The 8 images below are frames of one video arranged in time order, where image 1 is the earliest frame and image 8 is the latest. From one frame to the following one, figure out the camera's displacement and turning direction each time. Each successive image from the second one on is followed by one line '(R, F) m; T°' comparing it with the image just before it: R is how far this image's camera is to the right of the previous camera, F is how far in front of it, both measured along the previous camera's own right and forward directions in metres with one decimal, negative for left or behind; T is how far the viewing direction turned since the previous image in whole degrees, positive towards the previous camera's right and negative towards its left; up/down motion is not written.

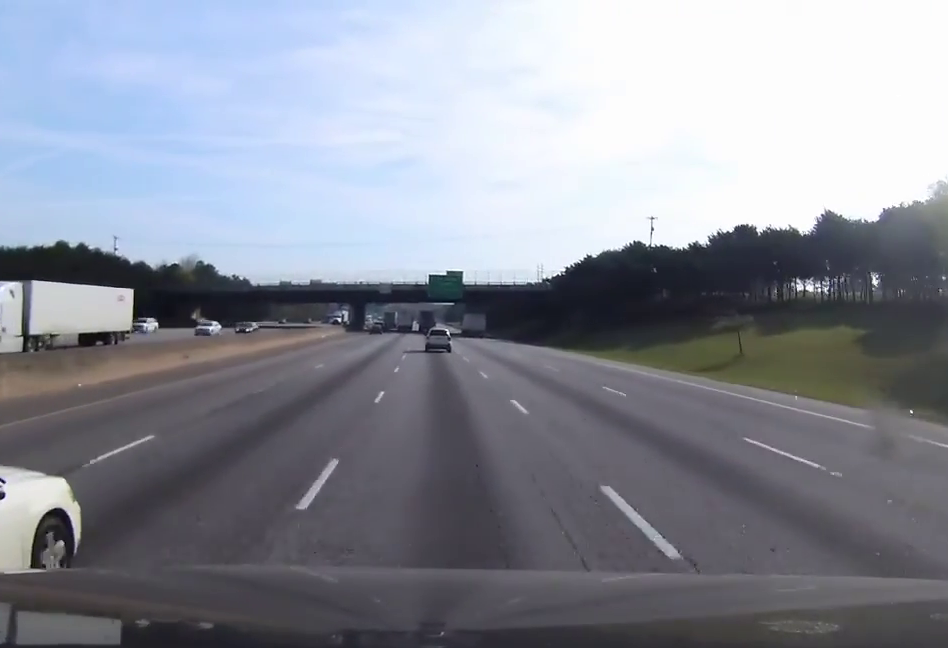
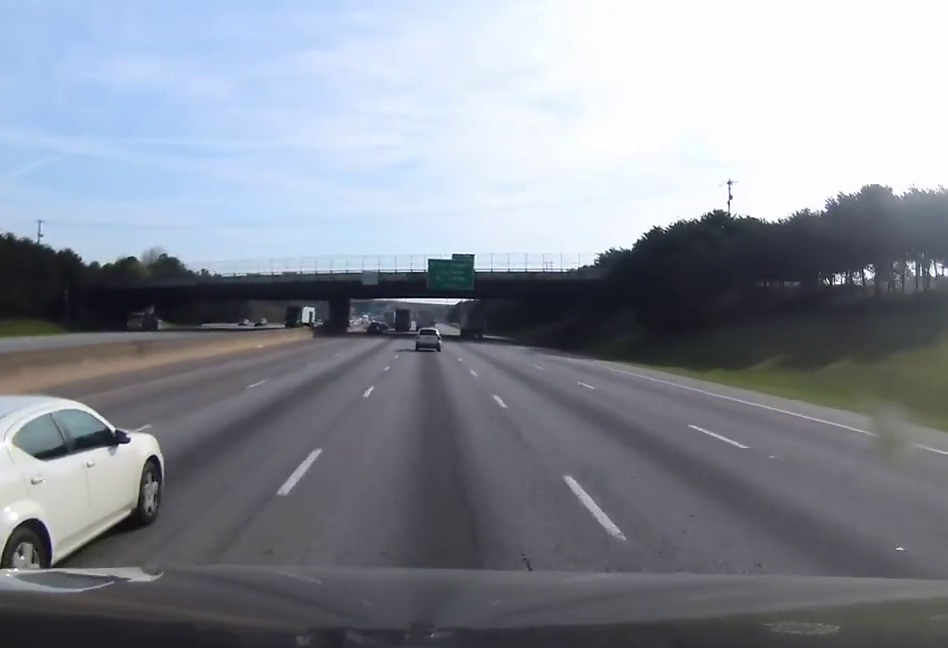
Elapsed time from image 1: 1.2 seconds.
(0.0, +35.4) m; -2°
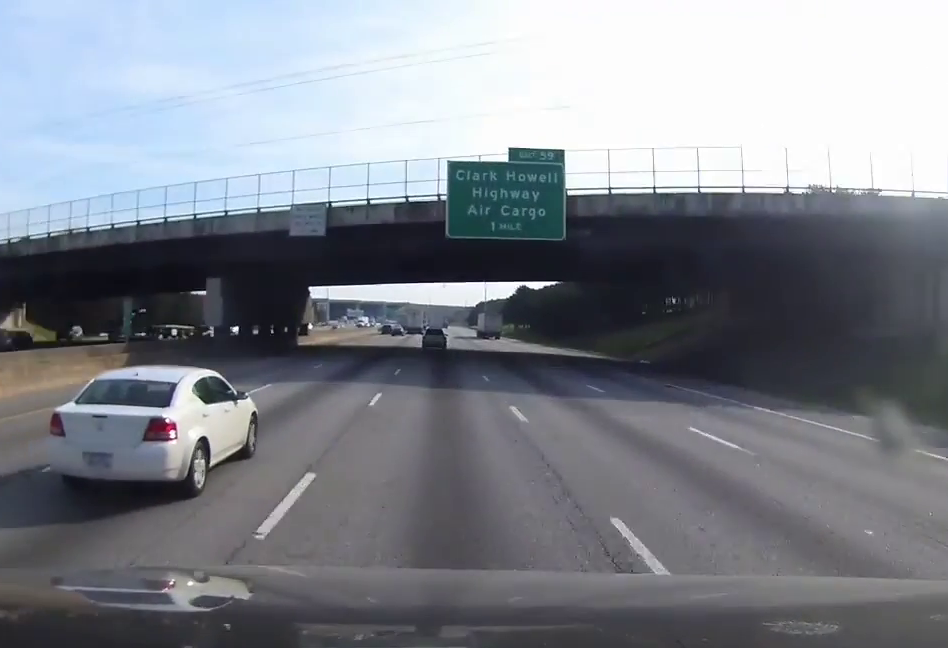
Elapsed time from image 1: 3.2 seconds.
(-4.3, +61.8) m; -6°
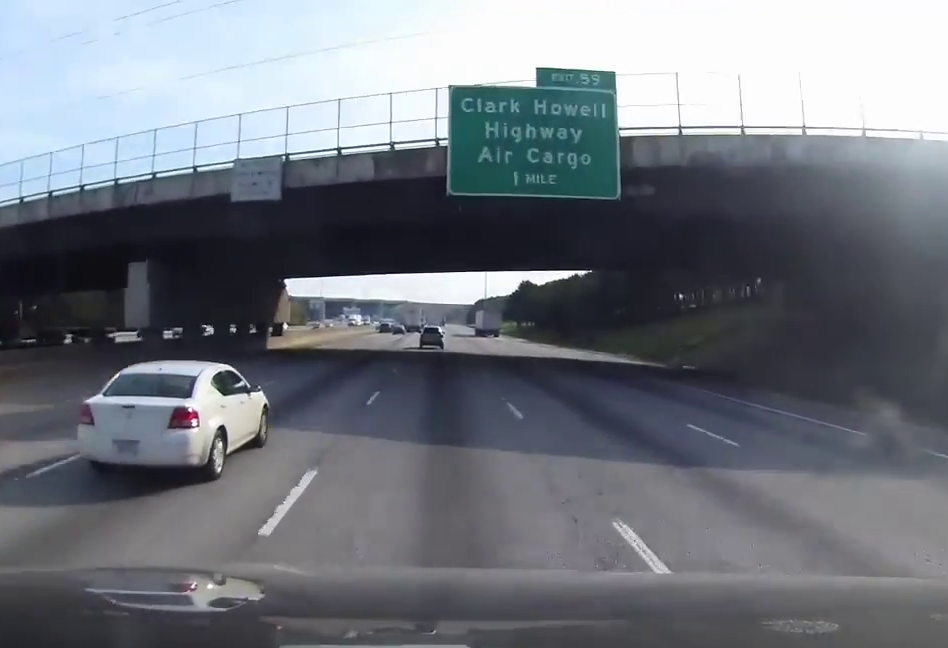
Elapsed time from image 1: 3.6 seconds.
(0.0, +12.4) m; 0°
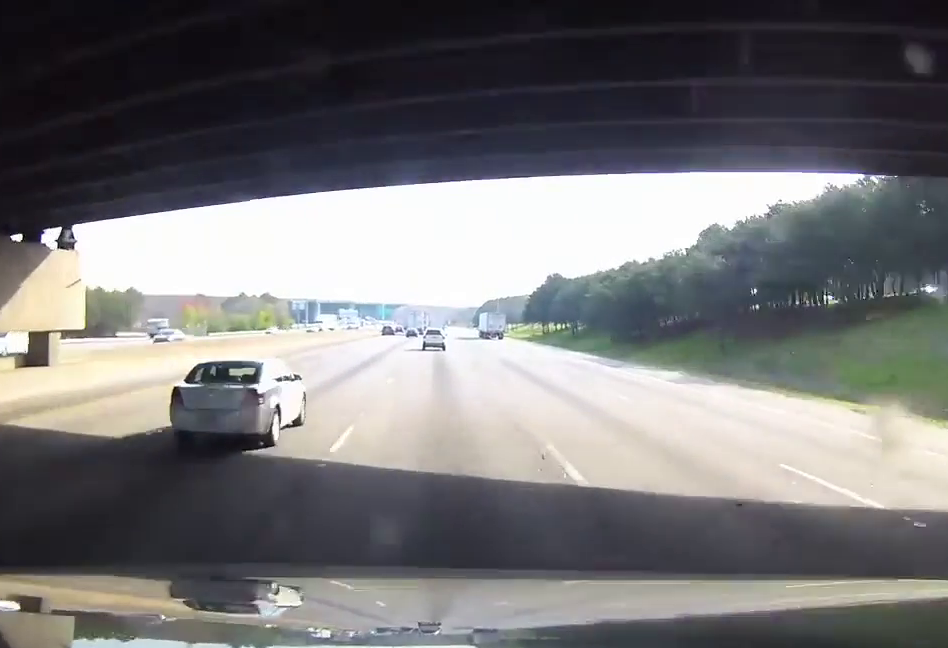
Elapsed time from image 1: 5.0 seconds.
(0.0, +43.3) m; 0°
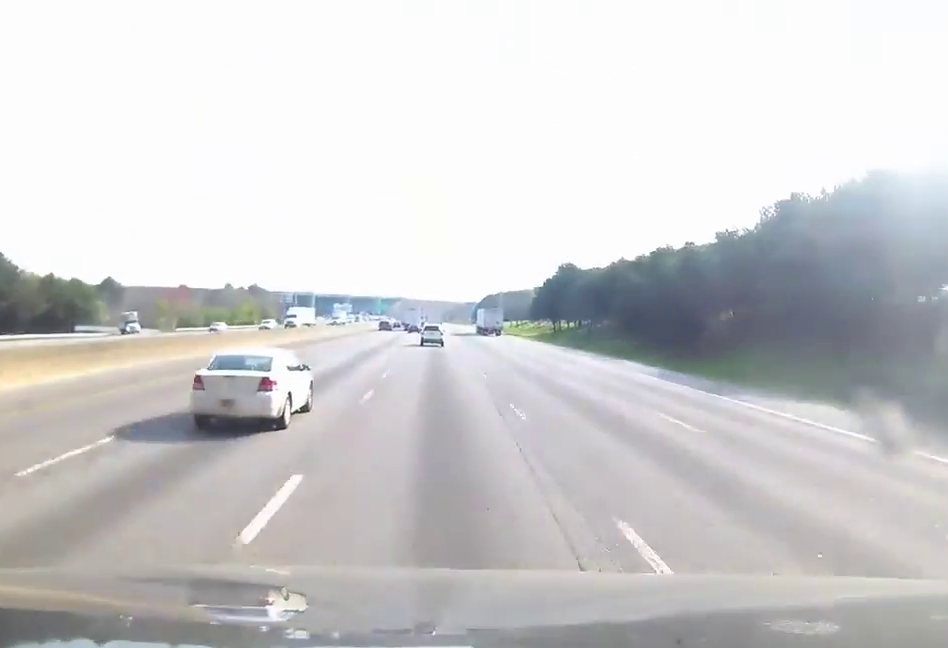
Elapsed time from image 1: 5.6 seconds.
(0.0, +17.6) m; 0°
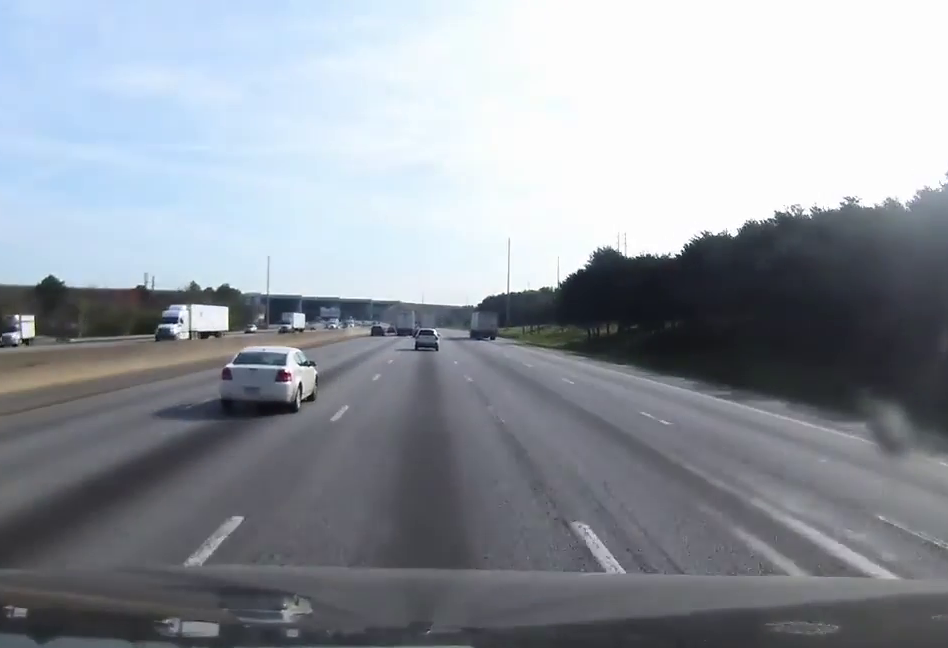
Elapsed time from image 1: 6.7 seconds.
(0.0, +36.4) m; 0°
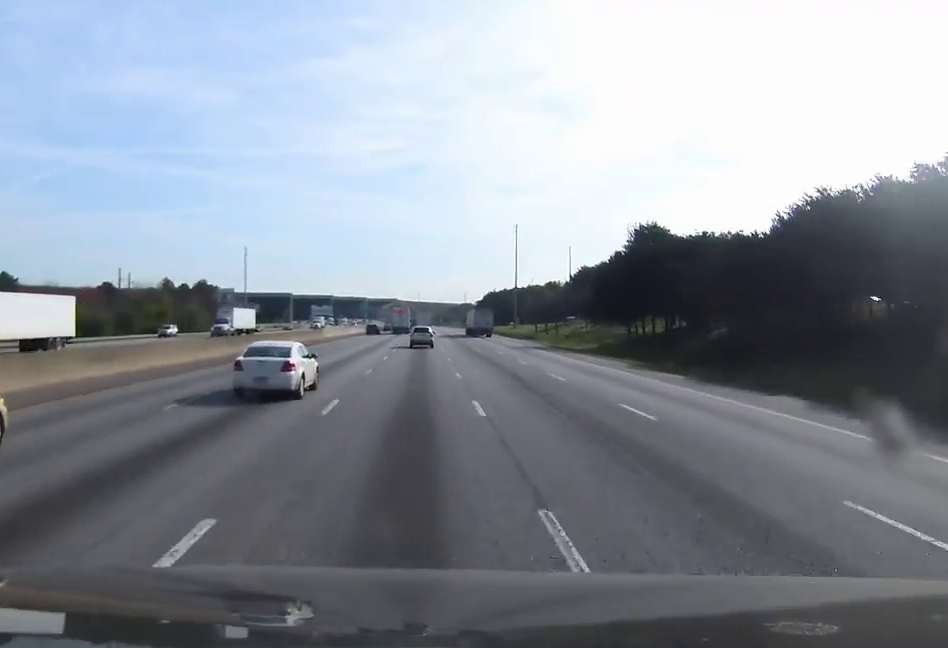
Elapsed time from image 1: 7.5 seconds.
(0.0, +23.8) m; 0°
